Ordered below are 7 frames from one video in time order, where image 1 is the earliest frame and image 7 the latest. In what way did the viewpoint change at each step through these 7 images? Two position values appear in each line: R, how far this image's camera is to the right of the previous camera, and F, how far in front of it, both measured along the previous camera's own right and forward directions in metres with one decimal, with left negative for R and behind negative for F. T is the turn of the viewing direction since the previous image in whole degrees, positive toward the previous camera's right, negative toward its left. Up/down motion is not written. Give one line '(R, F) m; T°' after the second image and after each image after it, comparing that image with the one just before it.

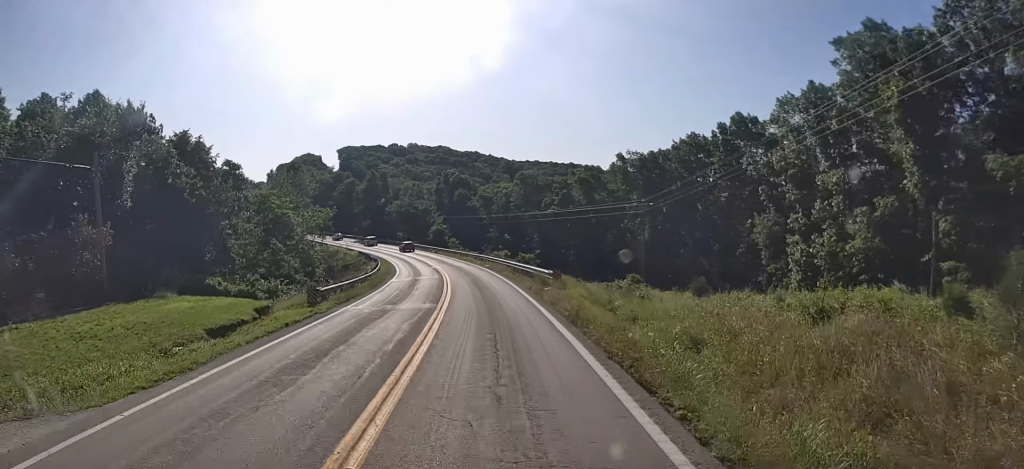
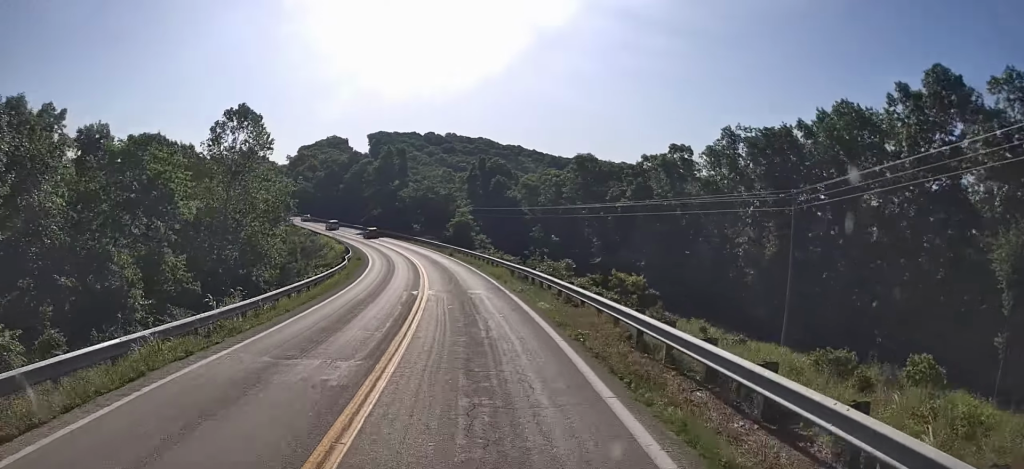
(-0.5, +29.0) m; -8°
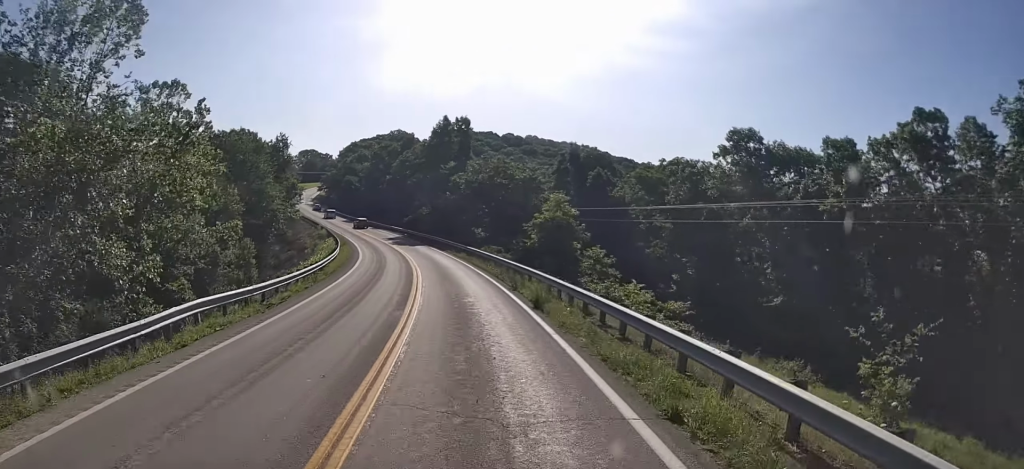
(-3.9, +34.9) m; -7°
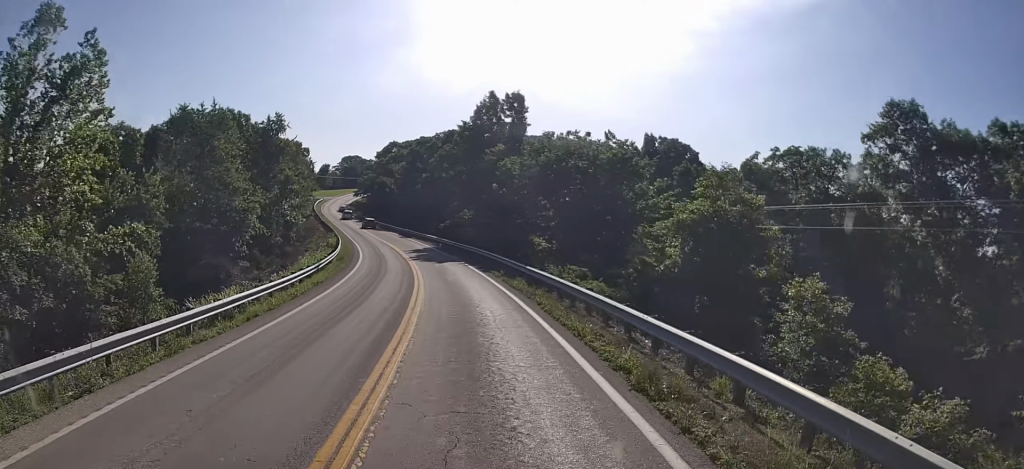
(0.0, +19.3) m; -2°
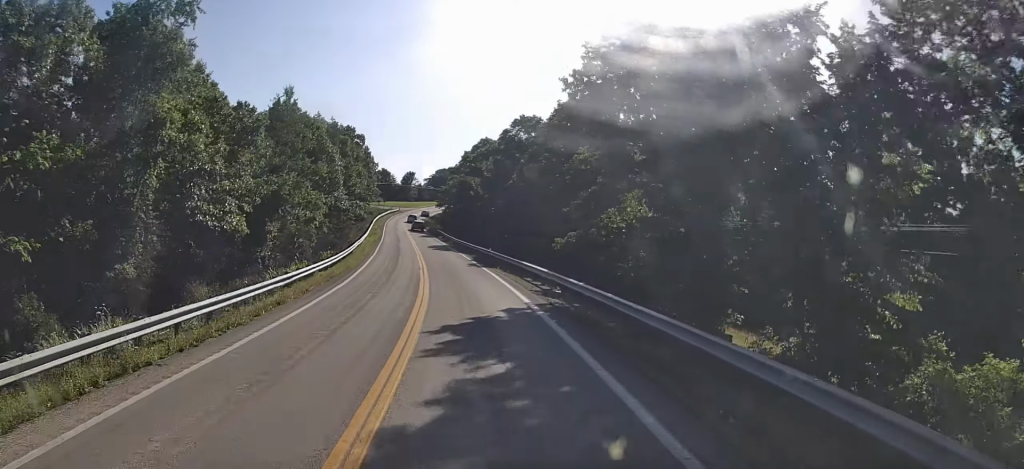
(-3.5, +36.5) m; -13°
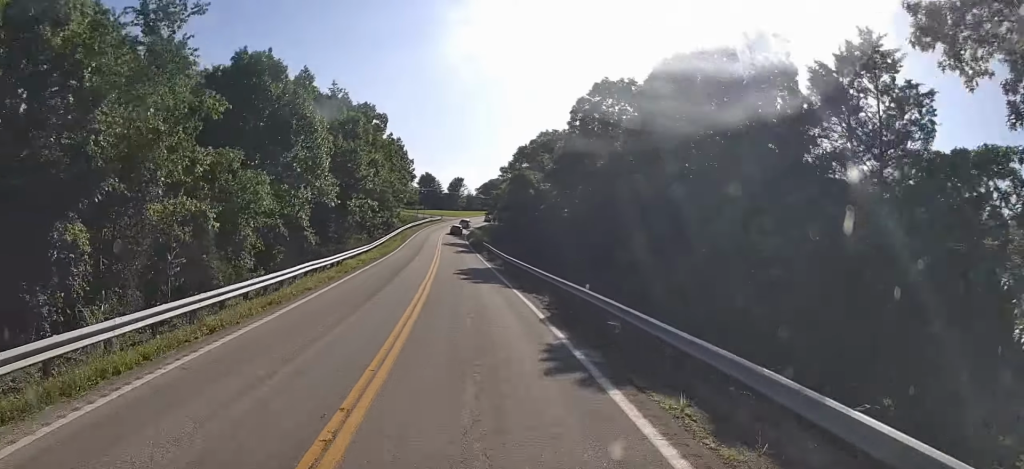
(-1.3, +24.9) m; -3°
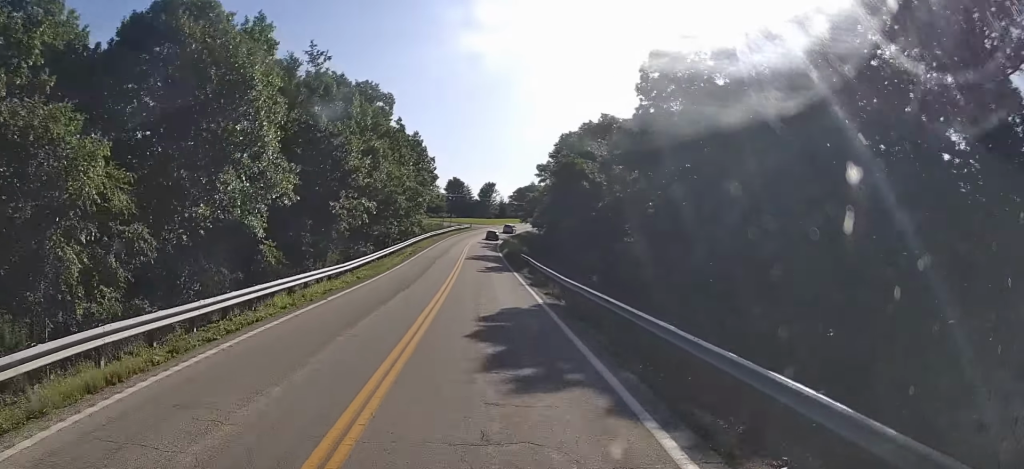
(0.0, +16.3) m; 0°
